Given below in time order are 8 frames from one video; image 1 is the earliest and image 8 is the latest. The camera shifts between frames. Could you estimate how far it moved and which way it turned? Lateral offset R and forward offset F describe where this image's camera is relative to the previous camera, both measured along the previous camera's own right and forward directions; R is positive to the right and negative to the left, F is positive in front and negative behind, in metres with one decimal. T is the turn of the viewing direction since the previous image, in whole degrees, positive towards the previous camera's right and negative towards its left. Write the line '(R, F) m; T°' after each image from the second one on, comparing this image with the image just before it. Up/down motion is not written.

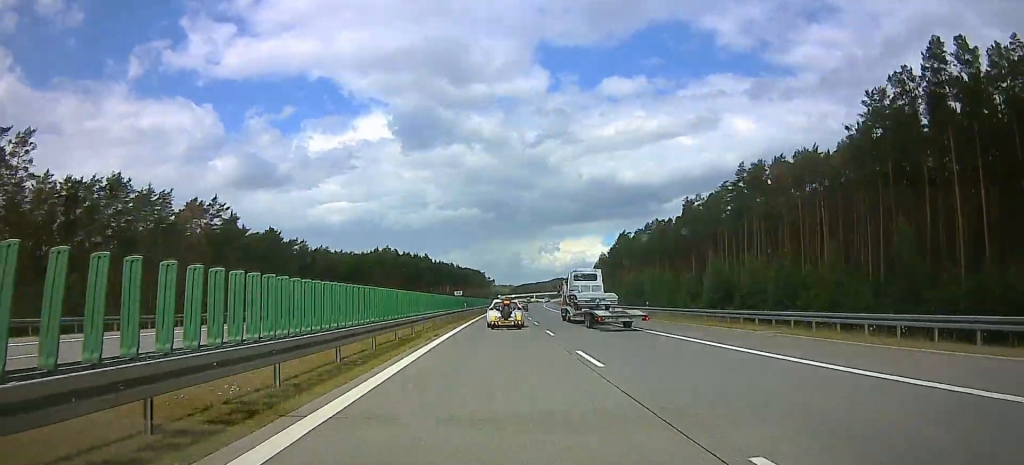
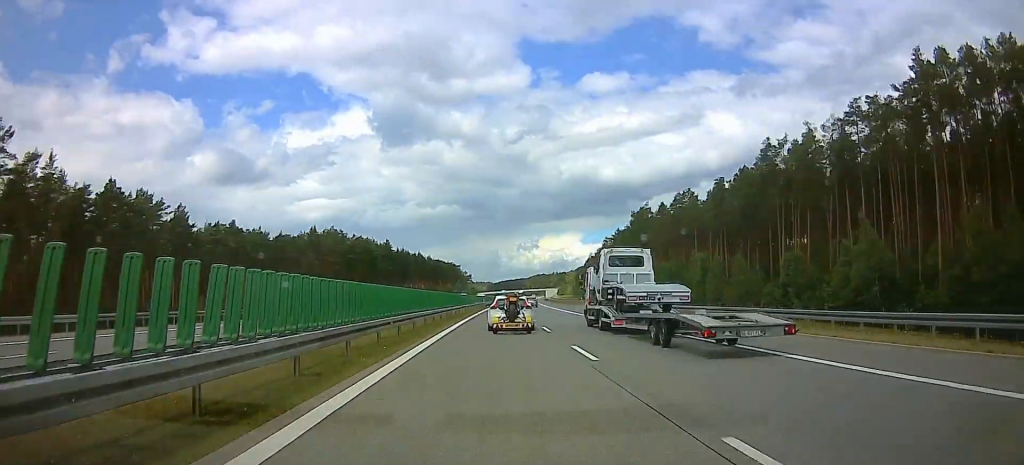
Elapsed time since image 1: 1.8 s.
(+0.4, +57.2) m; +4°
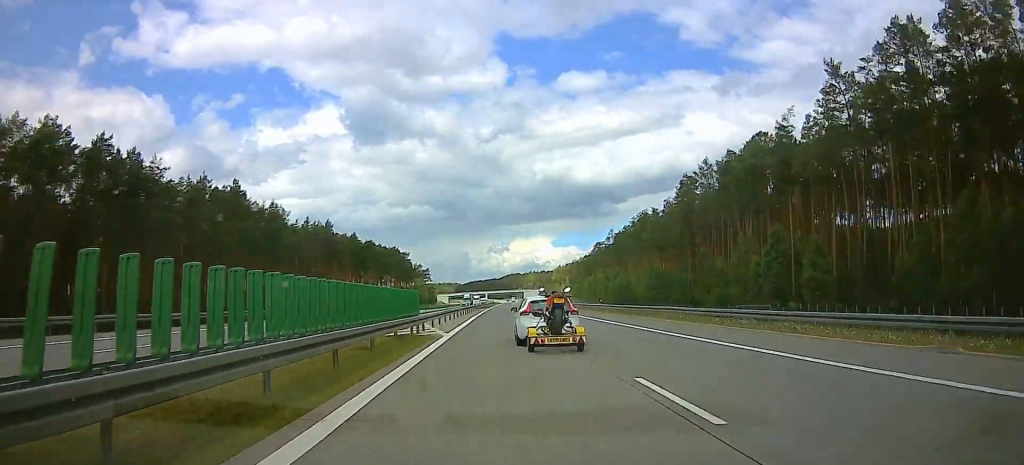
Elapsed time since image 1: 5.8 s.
(+9.0, +126.3) m; +2°
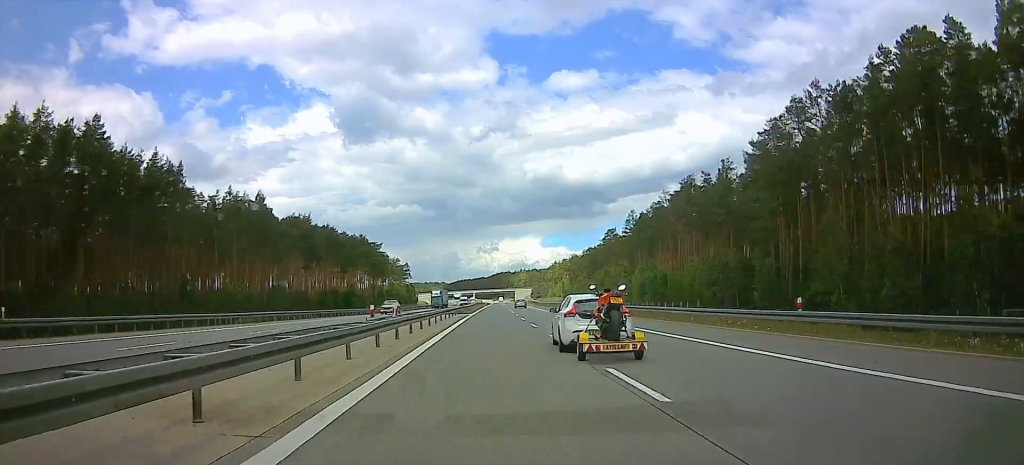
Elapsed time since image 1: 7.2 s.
(+1.2, +44.6) m; -2°
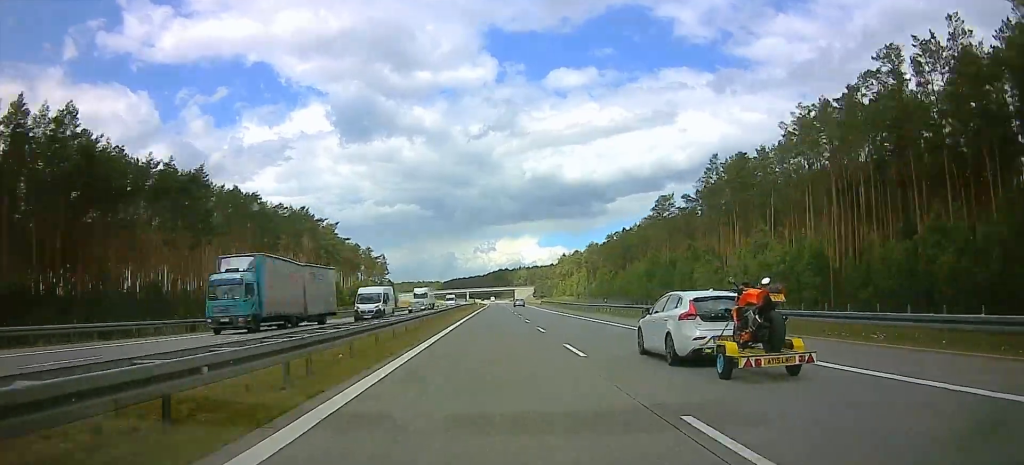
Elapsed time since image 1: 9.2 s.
(-3.7, +64.4) m; -2°
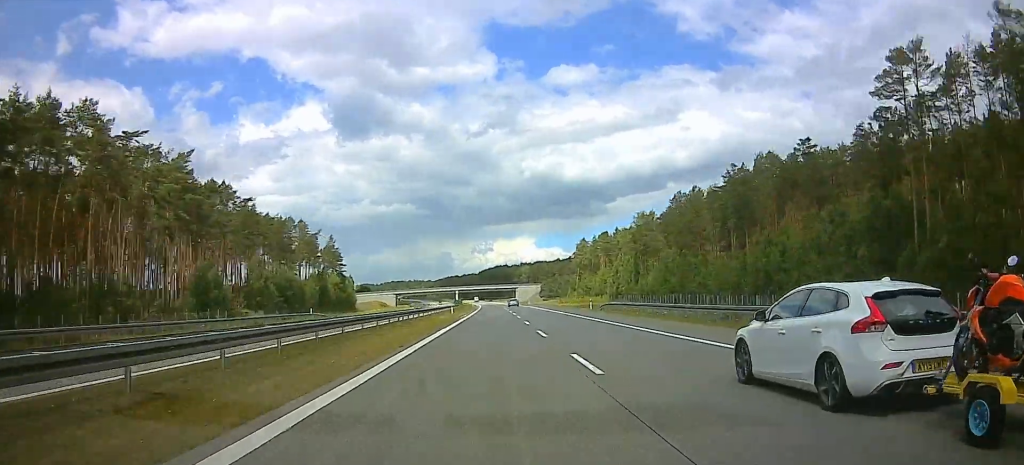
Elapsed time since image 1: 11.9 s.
(-1.7, +87.5) m; +2°
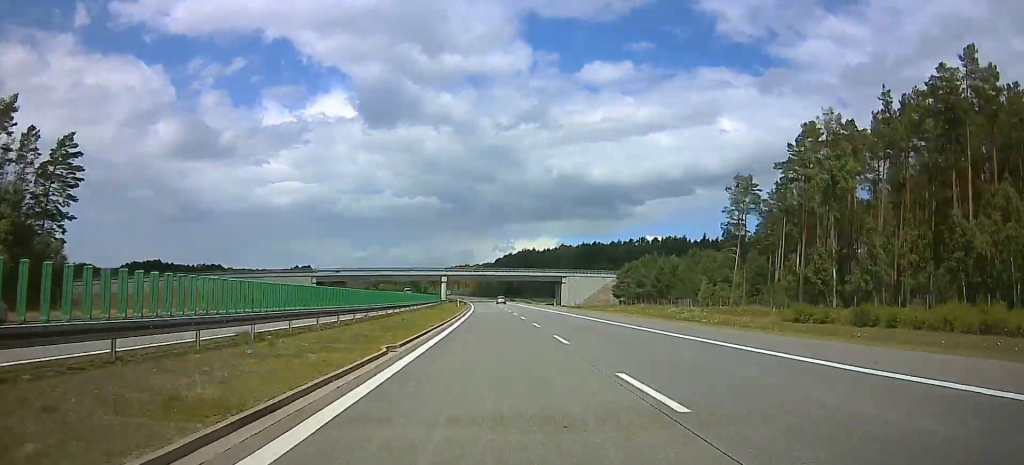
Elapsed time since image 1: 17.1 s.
(+14.3, +167.1) m; +2°
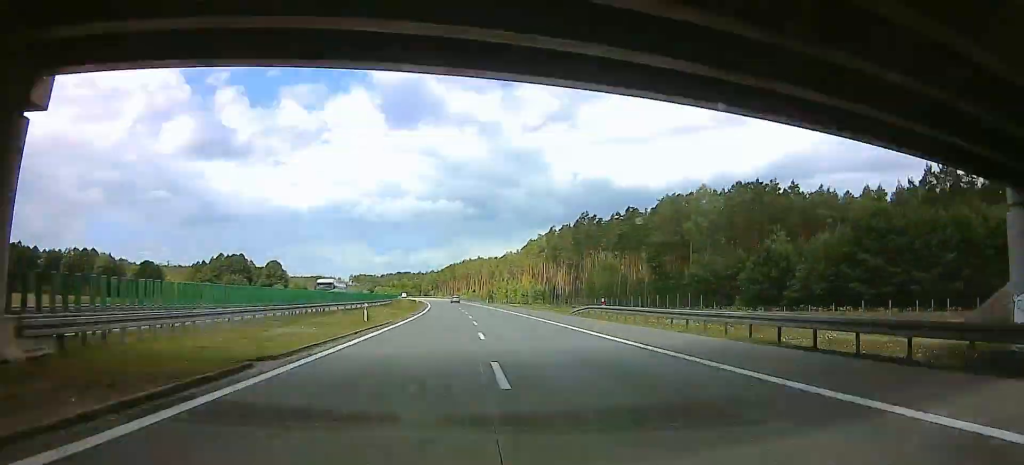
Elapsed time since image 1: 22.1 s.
(-22.3, +163.6) m; -12°
